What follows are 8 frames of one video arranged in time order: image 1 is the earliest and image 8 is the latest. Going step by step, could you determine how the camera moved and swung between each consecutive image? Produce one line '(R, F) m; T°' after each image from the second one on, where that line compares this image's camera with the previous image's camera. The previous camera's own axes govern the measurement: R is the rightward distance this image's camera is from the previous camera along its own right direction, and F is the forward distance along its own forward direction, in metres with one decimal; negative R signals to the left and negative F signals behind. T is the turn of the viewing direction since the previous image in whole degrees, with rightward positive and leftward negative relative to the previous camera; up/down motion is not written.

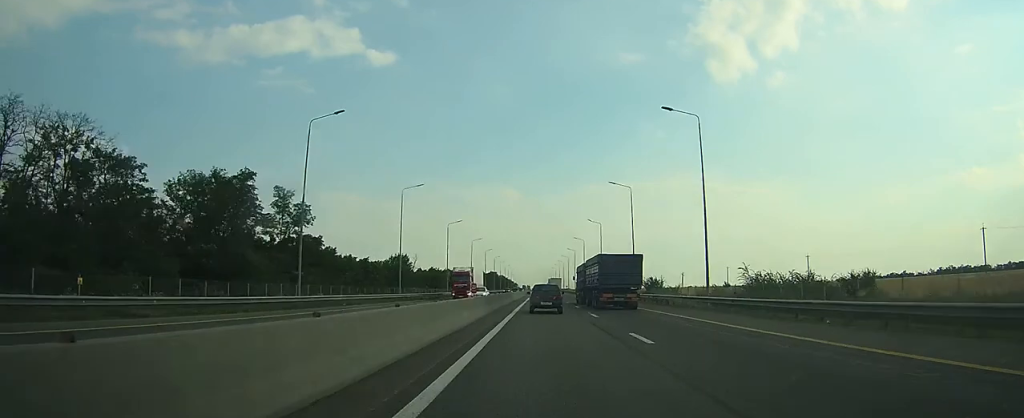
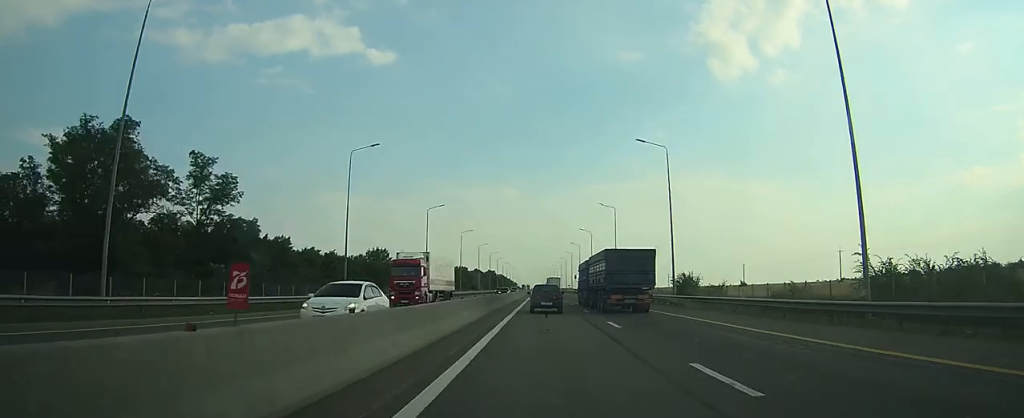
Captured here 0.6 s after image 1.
(0.0, +18.7) m; 0°
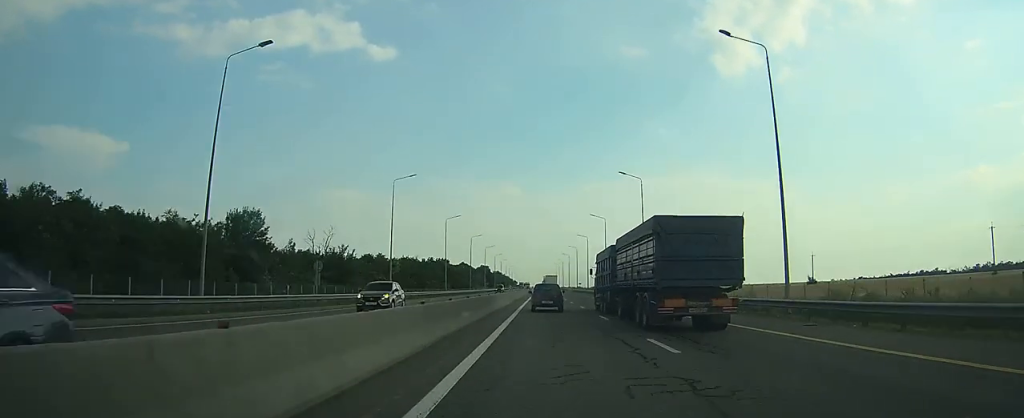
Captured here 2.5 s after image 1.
(0.0, +55.8) m; 0°
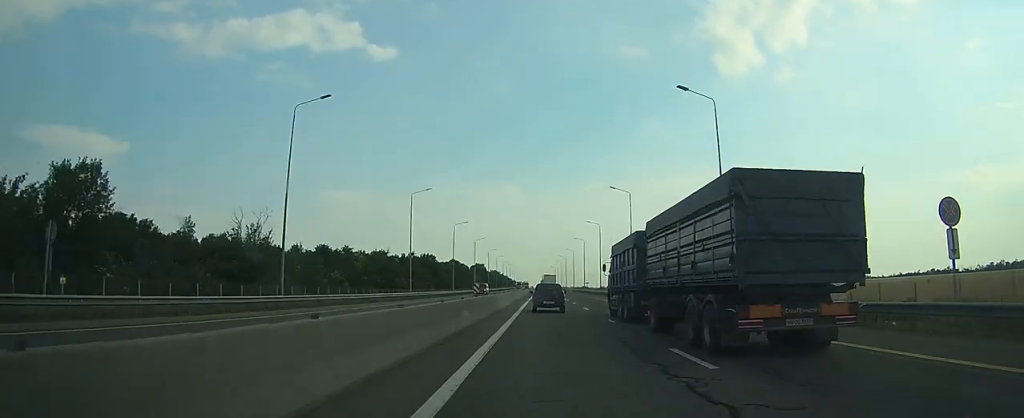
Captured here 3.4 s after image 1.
(0.0, +26.2) m; 0°
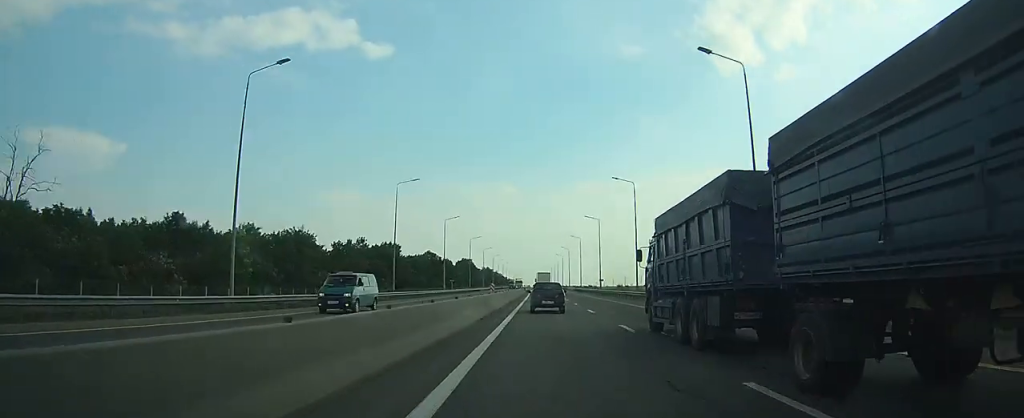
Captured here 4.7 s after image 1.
(-0.1, +40.6) m; 0°
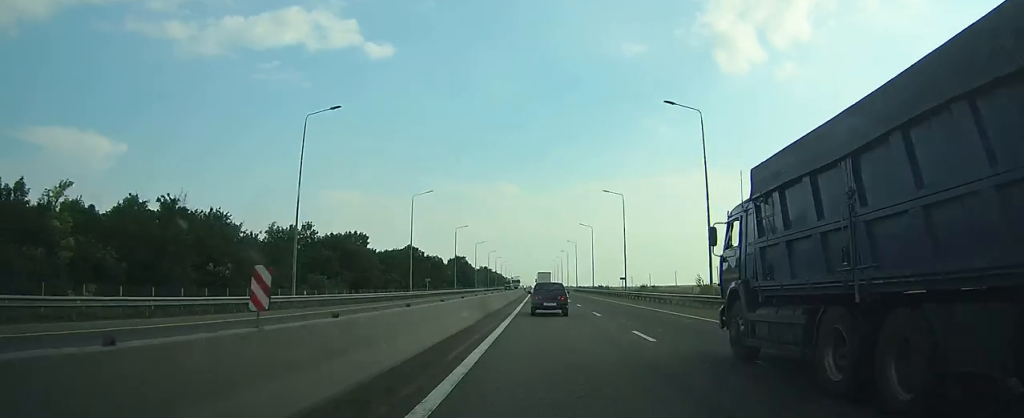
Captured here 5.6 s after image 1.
(+0.1, +26.6) m; 0°
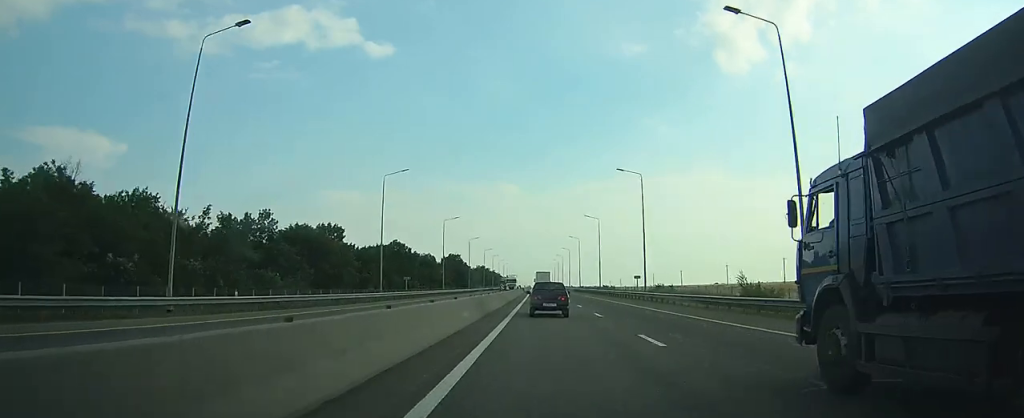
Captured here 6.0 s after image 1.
(0.0, +13.3) m; 0°
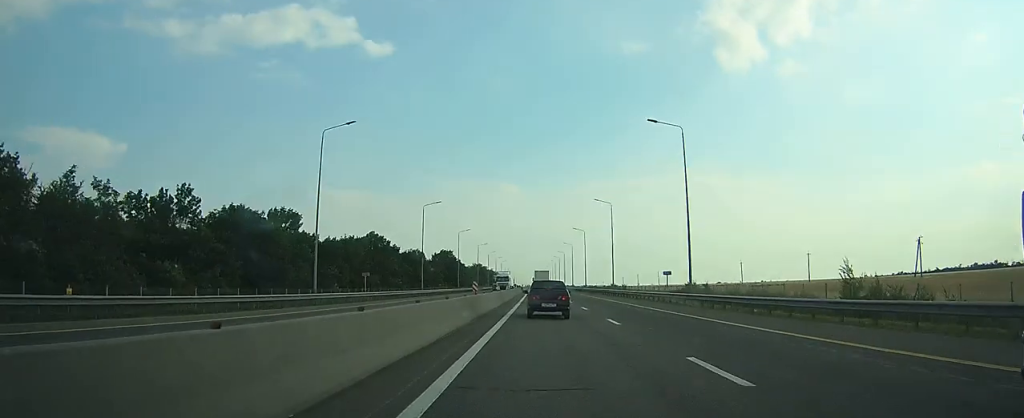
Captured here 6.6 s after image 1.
(0.0, +17.4) m; 0°
